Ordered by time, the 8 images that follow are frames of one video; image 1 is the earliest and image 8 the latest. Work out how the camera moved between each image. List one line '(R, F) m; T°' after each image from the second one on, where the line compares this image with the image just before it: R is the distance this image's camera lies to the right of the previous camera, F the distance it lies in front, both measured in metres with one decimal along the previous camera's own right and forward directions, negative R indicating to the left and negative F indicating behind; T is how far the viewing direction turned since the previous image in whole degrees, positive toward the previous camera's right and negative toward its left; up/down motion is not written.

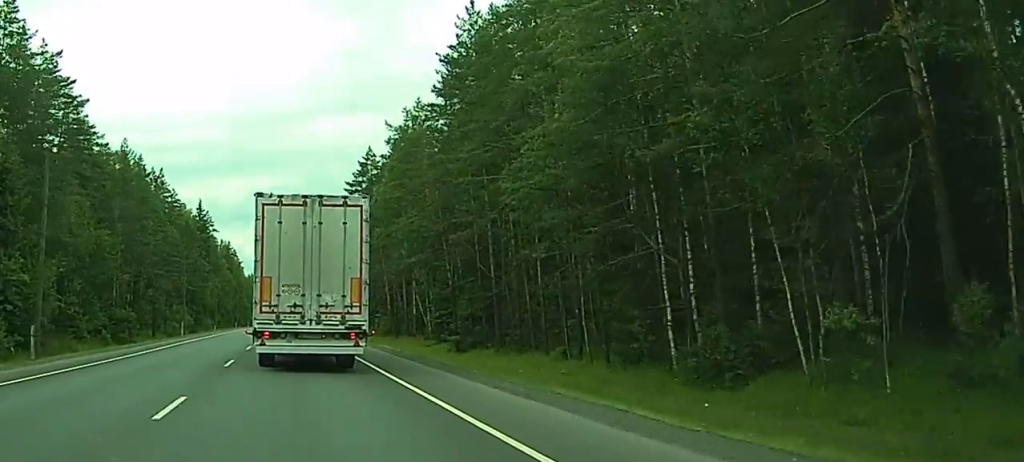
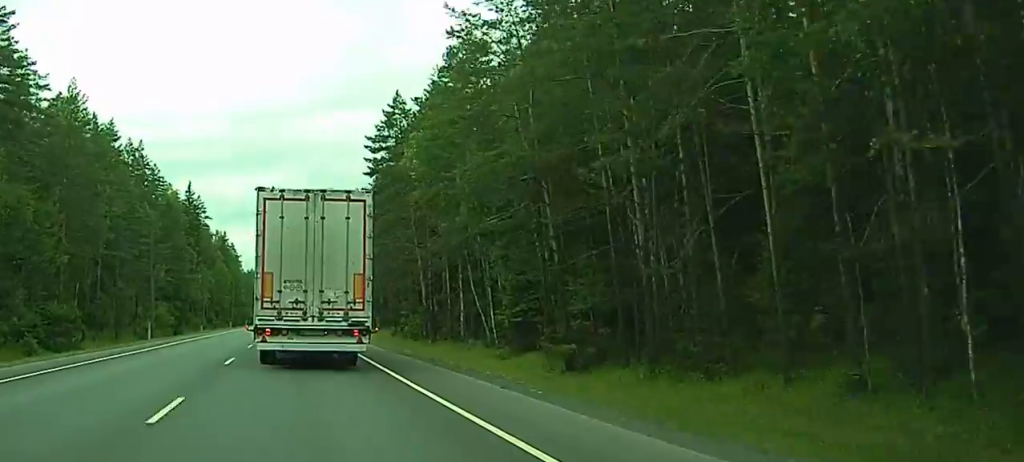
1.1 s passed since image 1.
(0.0, +25.0) m; 0°
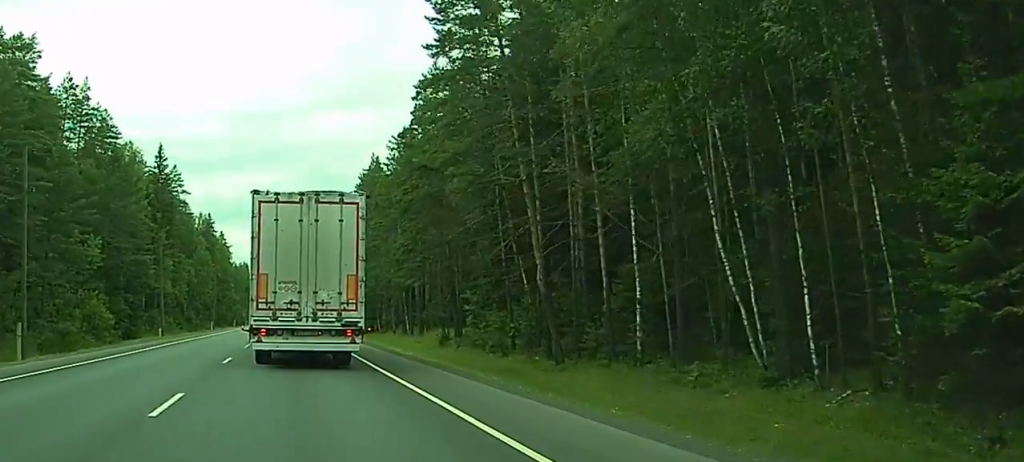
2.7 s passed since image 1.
(0.0, +35.7) m; 0°
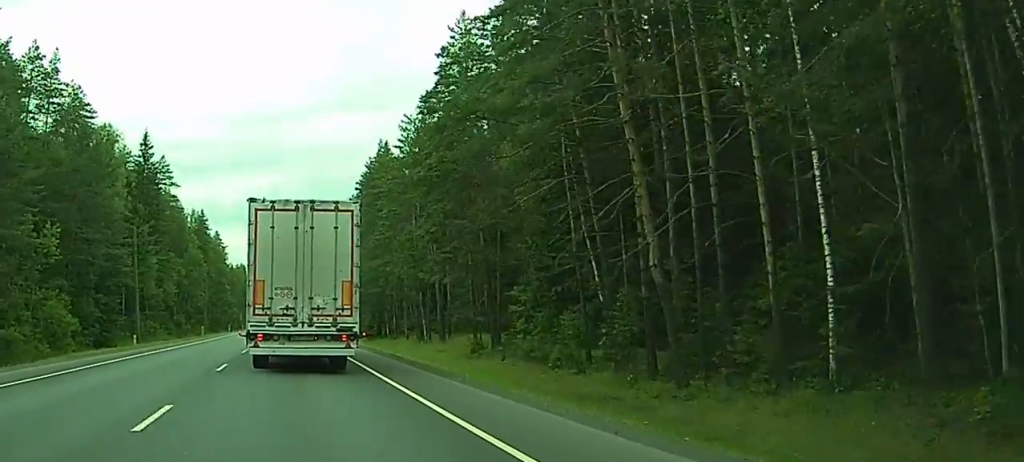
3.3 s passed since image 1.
(0.0, +12.8) m; 0°
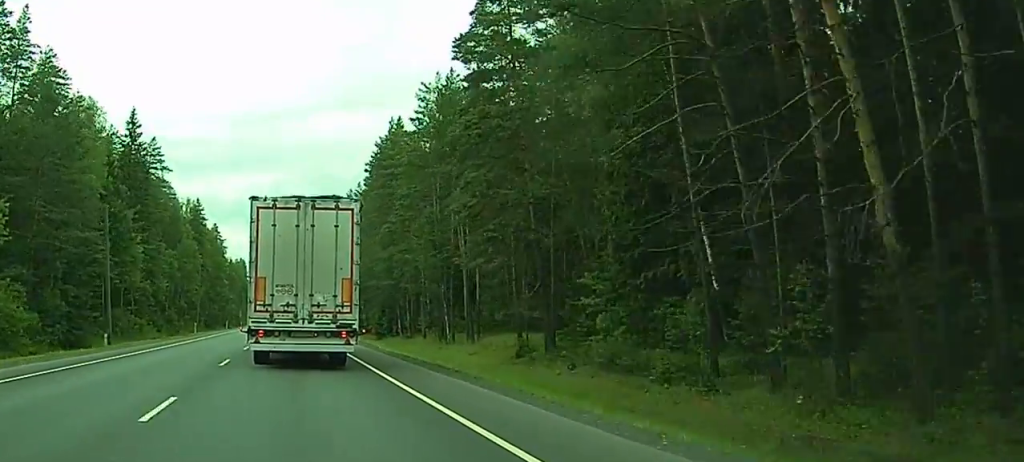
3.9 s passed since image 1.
(+0.1, +11.4) m; 0°
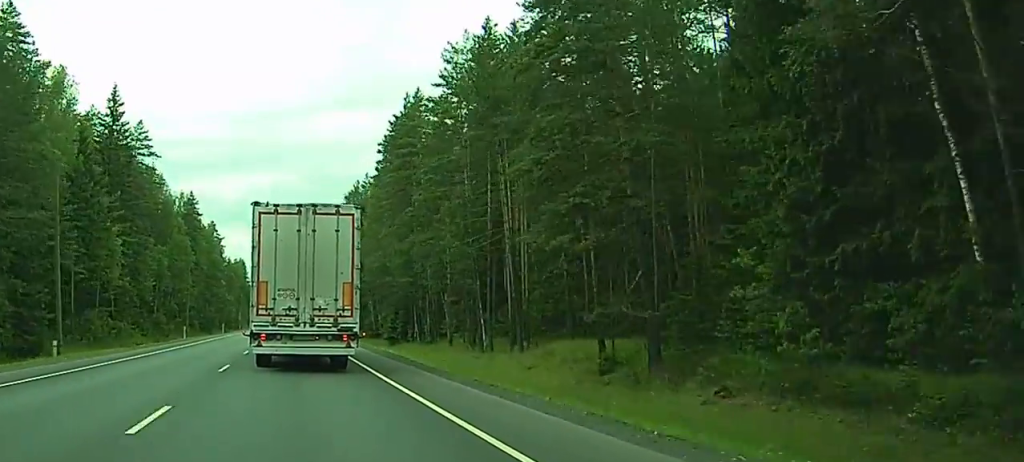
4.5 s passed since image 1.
(-0.2, +12.8) m; 0°
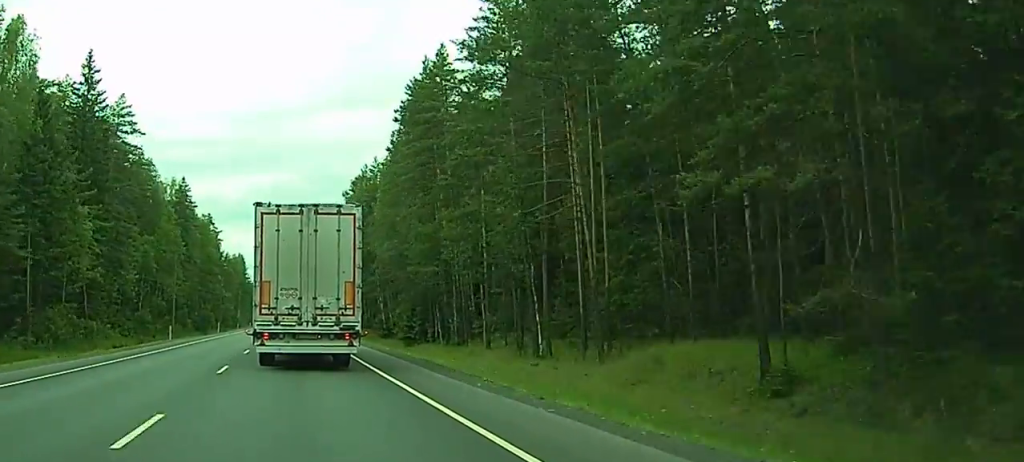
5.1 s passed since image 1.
(0.0, +12.8) m; 0°
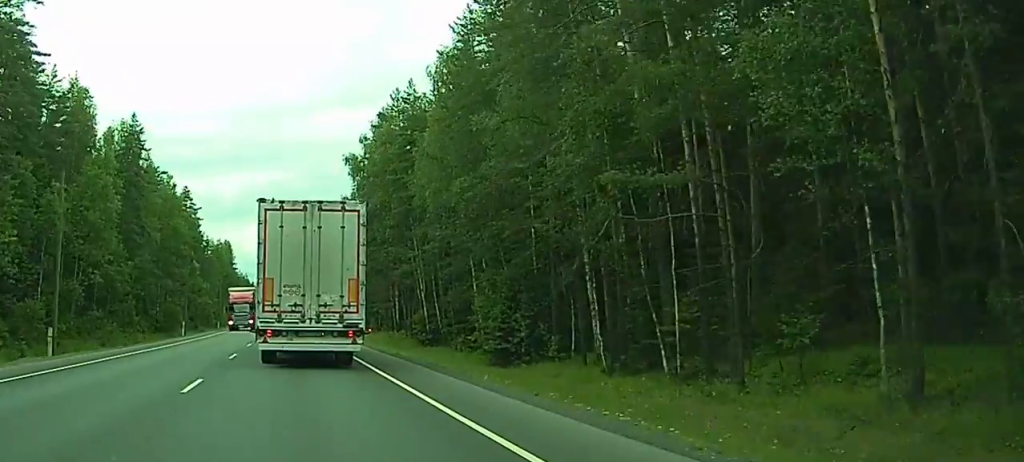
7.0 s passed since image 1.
(+0.9, +41.1) m; +2°
